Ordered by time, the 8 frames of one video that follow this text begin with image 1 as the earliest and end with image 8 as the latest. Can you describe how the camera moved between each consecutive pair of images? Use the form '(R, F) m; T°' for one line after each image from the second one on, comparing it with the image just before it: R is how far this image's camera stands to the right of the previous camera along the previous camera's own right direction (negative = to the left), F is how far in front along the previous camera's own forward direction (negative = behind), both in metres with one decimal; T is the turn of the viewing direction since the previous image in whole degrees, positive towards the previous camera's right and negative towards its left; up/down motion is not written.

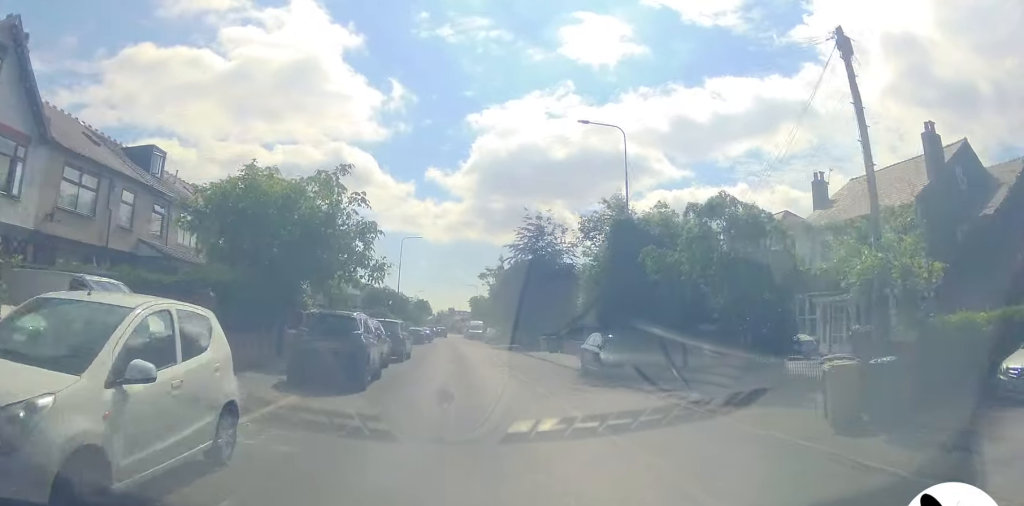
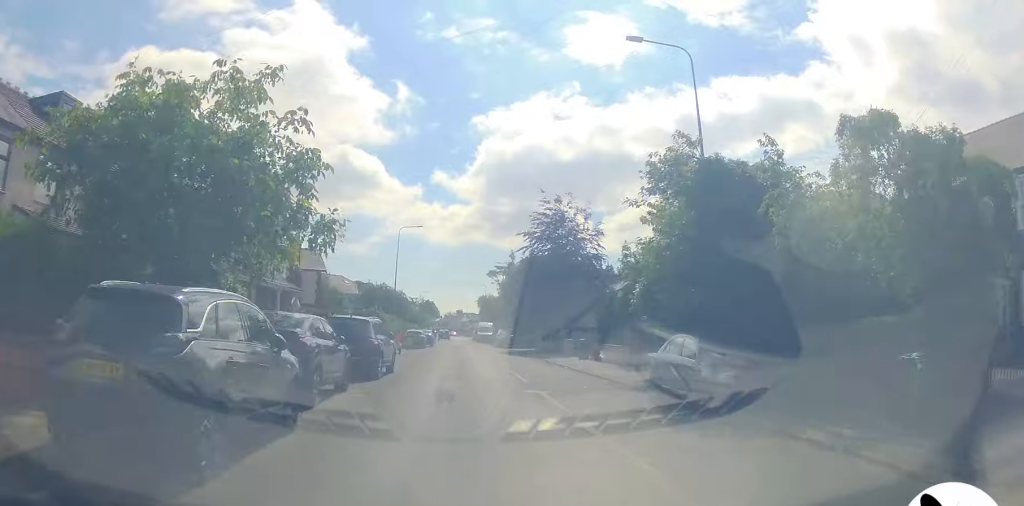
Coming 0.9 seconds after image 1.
(-0.1, +8.0) m; -3°
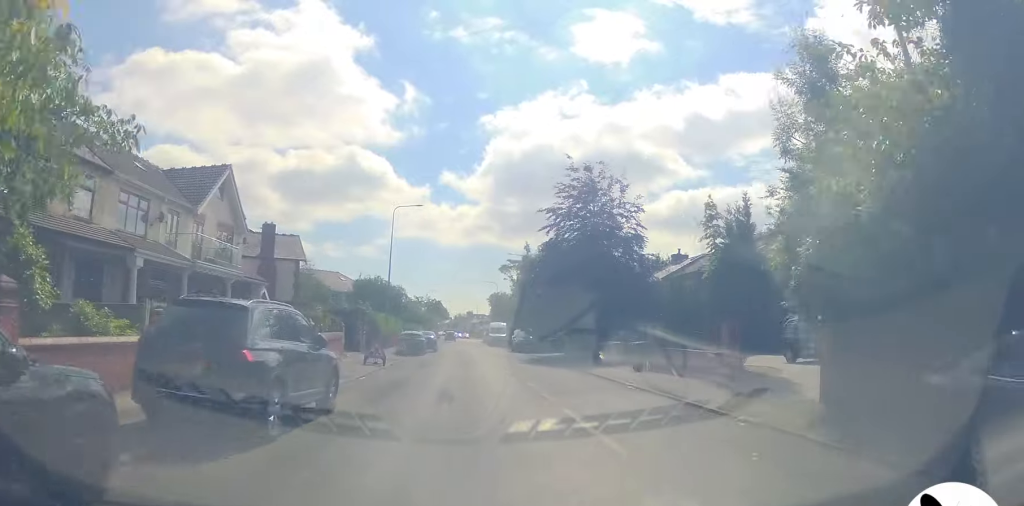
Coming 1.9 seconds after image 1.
(-0.5, +9.2) m; -3°
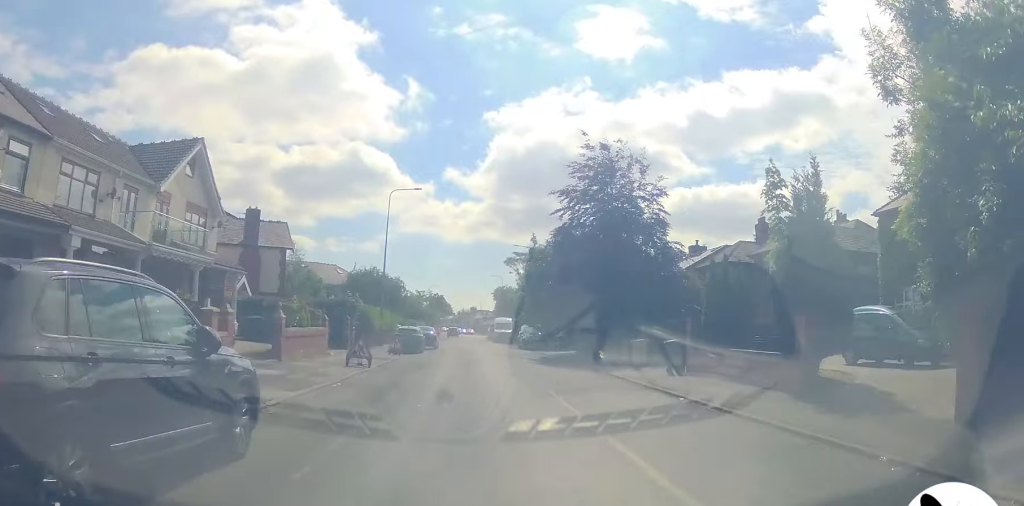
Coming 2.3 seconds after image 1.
(0.0, +4.0) m; 0°
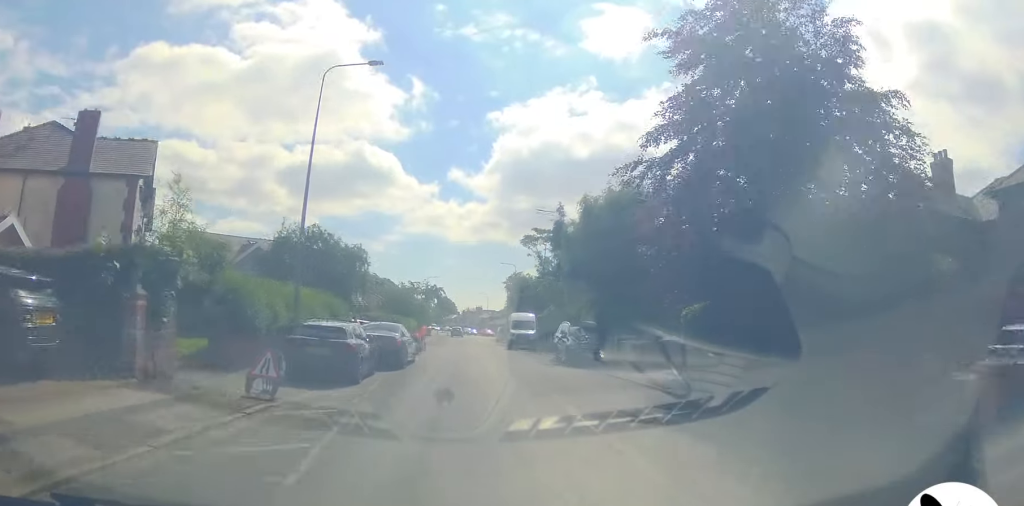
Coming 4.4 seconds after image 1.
(0.0, +19.1) m; 0°
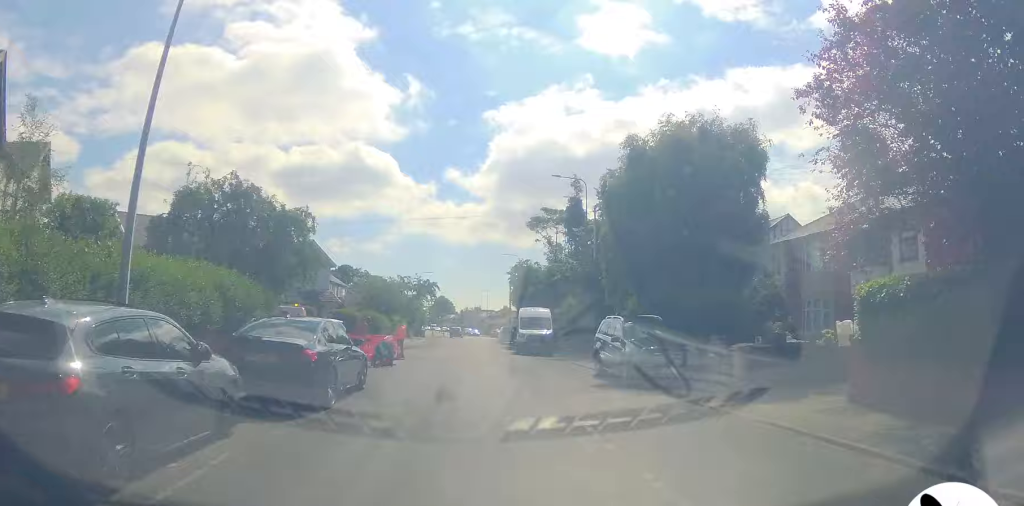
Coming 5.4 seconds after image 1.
(0.0, +9.9) m; 0°
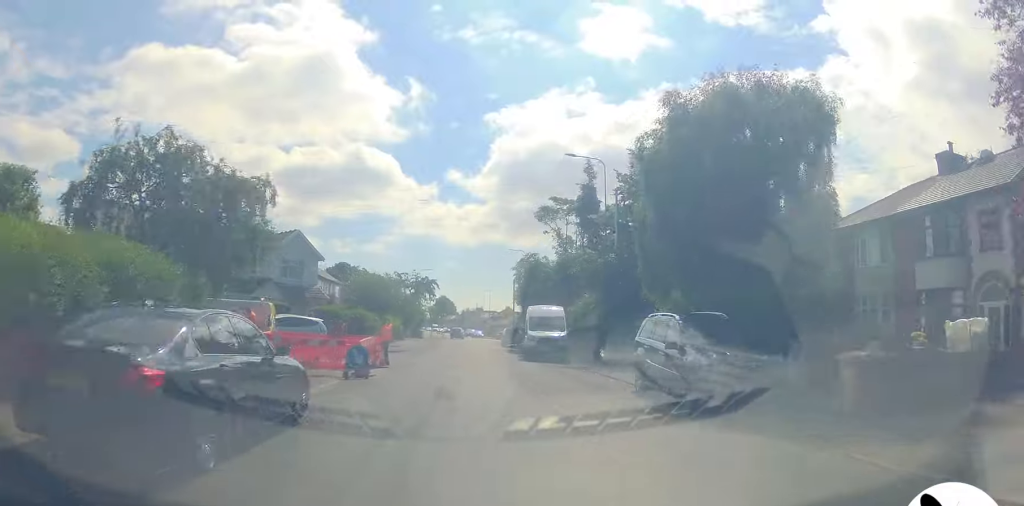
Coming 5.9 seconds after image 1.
(0.0, +4.6) m; 0°
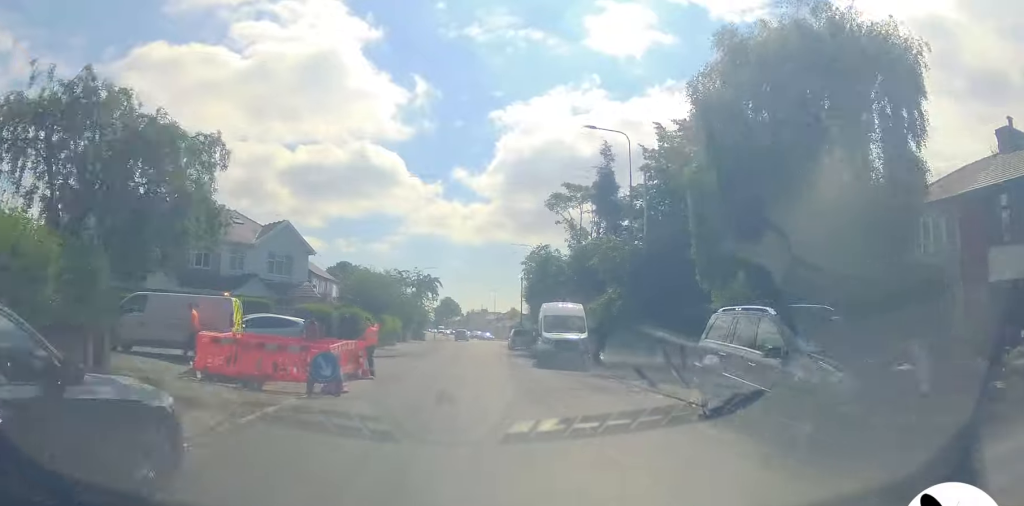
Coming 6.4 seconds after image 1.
(0.0, +4.0) m; 0°
